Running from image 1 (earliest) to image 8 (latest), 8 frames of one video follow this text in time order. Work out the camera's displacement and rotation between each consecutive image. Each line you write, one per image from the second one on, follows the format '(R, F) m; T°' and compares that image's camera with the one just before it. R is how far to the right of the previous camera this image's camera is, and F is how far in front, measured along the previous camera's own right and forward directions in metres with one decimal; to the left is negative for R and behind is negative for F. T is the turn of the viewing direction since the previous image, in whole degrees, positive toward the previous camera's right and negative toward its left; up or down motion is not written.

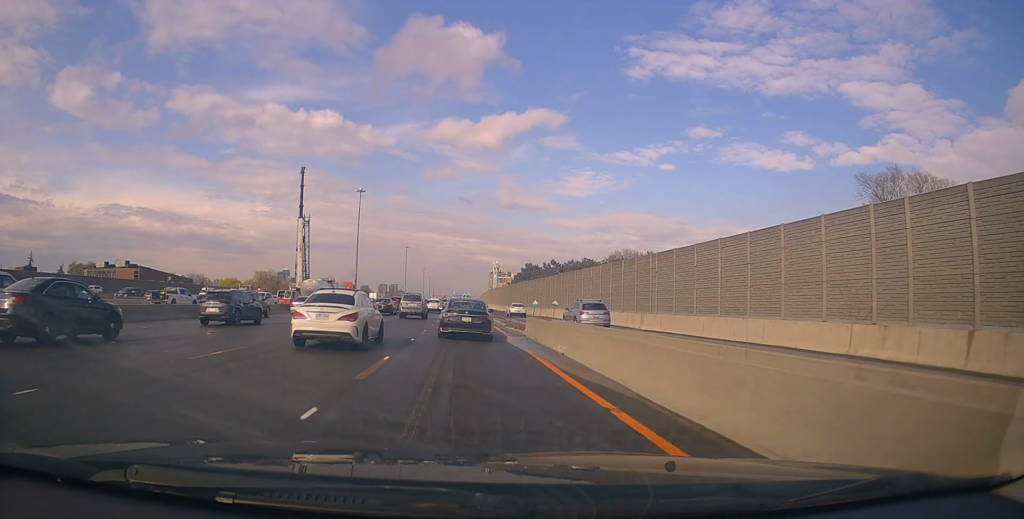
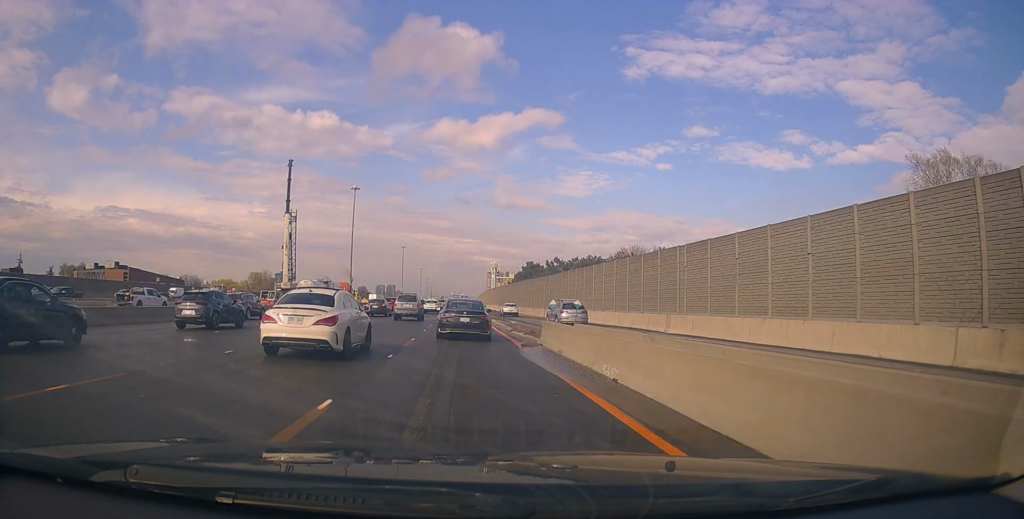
(0.0, +5.4) m; +1°
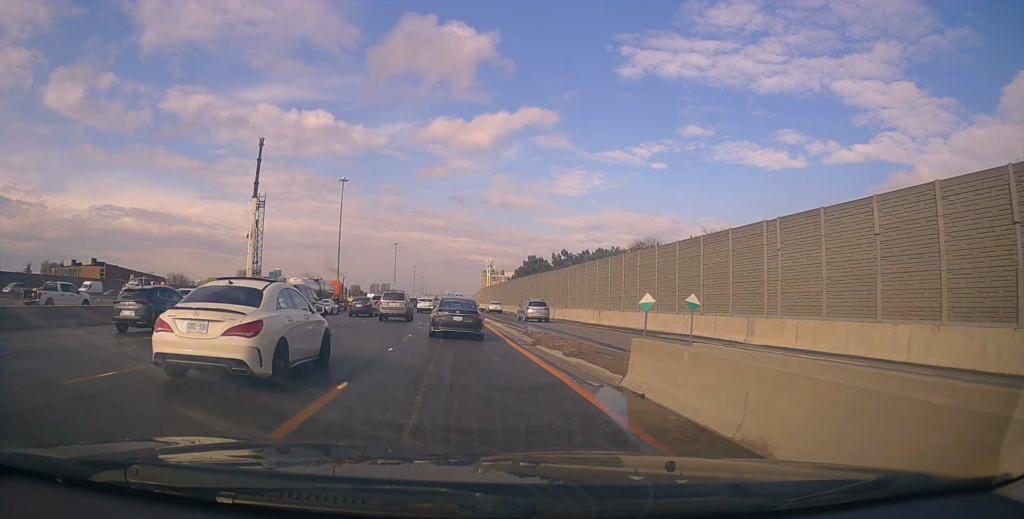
(+0.1, +10.7) m; +2°
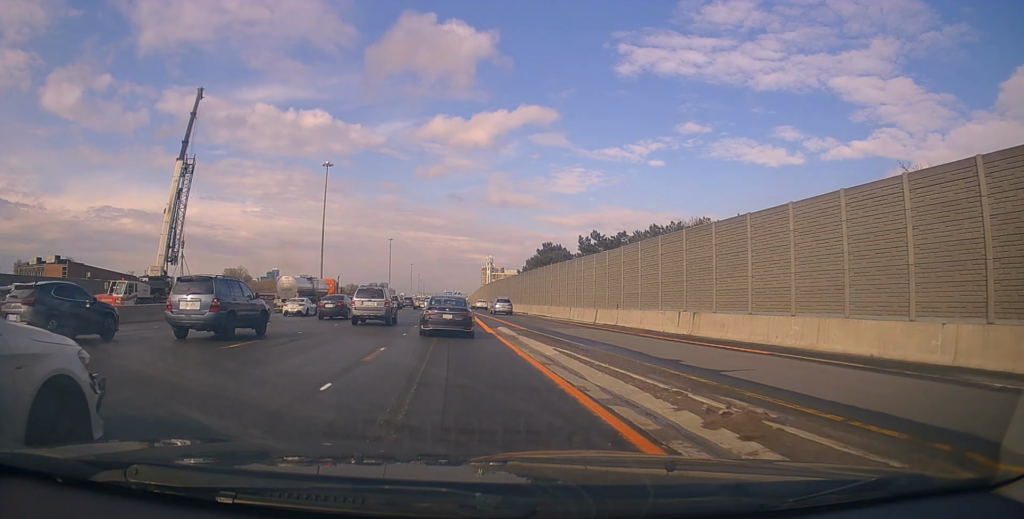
(+0.4, +18.3) m; 0°
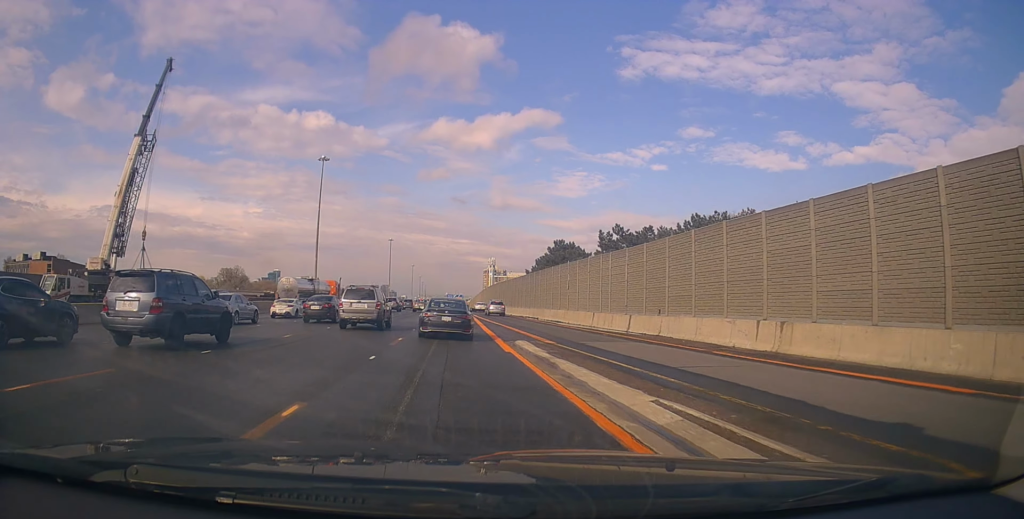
(-0.3, +7.6) m; -2°
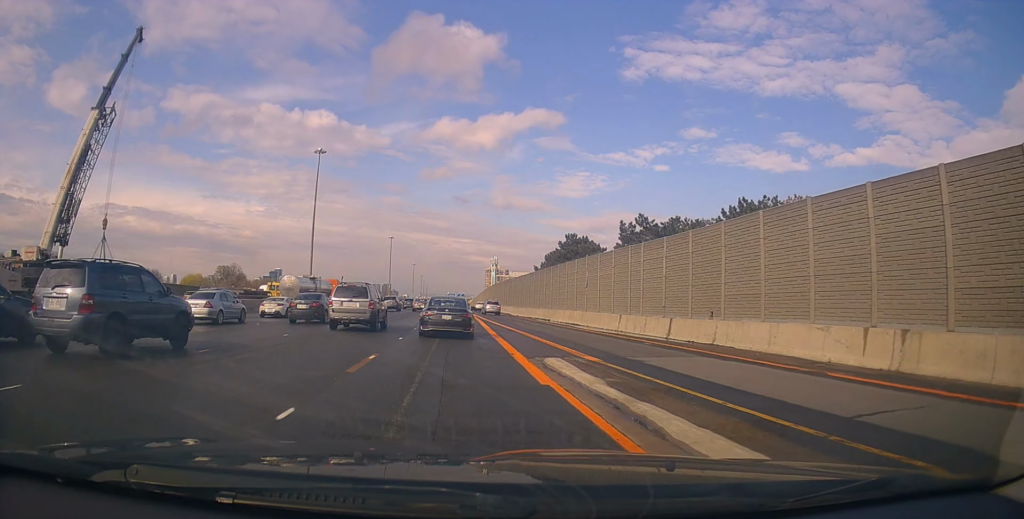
(-0.1, +6.4) m; 0°
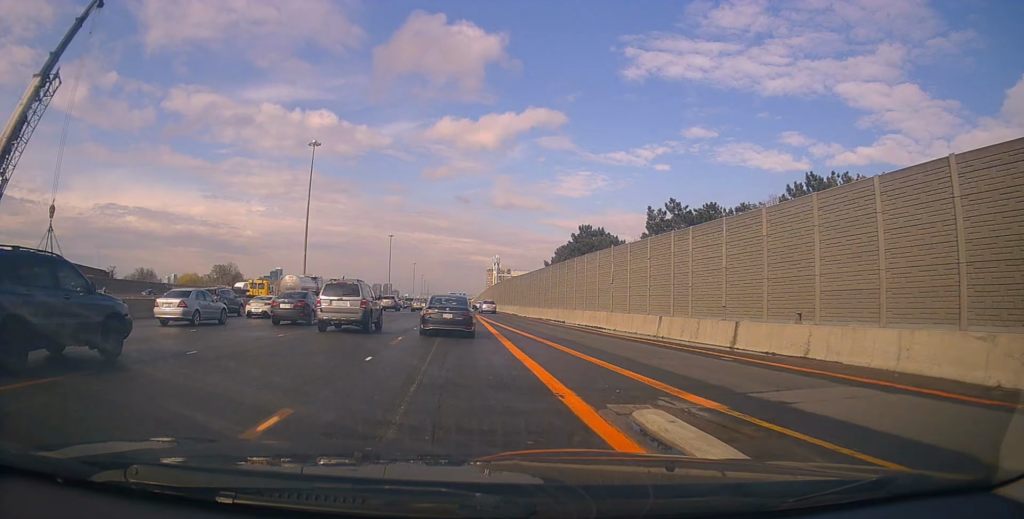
(-0.1, +6.5) m; +1°
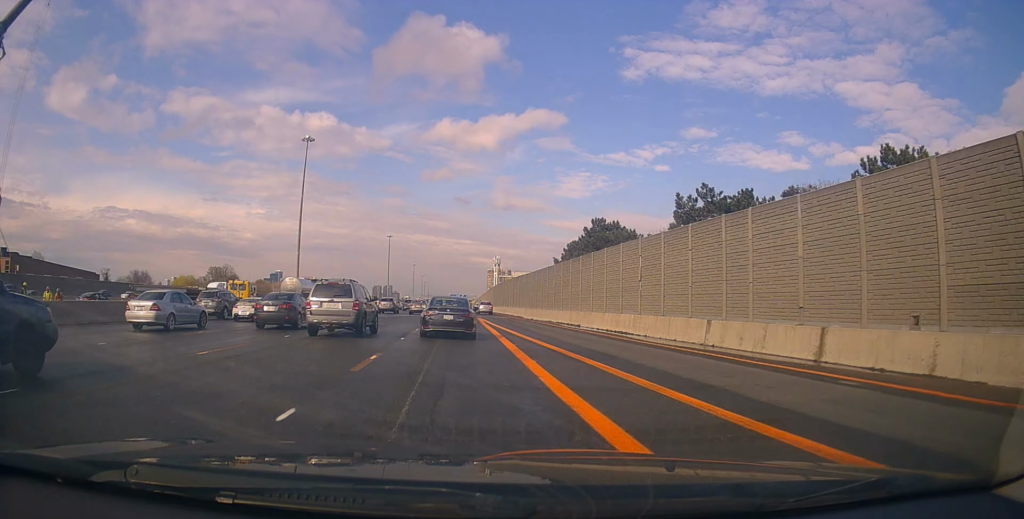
(+0.1, +5.2) m; 0°
